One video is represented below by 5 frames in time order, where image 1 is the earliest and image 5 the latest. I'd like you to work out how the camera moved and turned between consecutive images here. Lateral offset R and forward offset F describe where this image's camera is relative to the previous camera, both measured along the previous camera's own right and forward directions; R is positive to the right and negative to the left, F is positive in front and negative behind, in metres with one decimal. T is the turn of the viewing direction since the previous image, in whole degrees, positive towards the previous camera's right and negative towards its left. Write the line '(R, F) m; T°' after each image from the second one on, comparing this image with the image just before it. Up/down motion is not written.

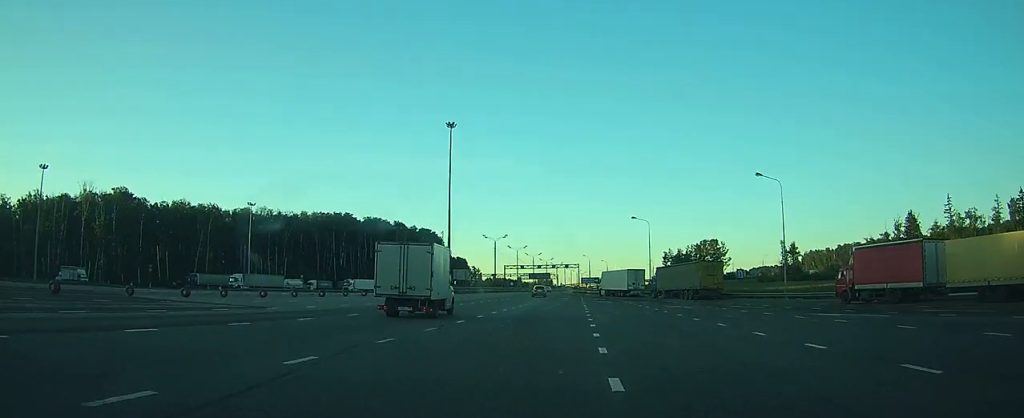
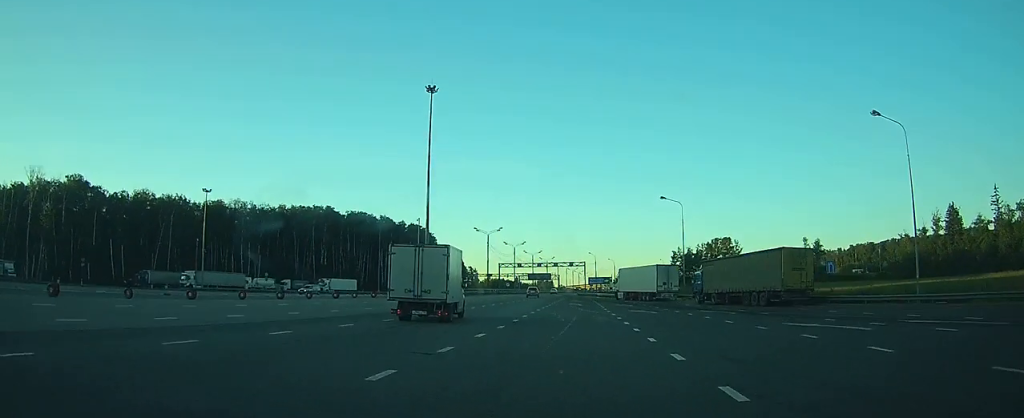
(-0.3, +20.1) m; -1°
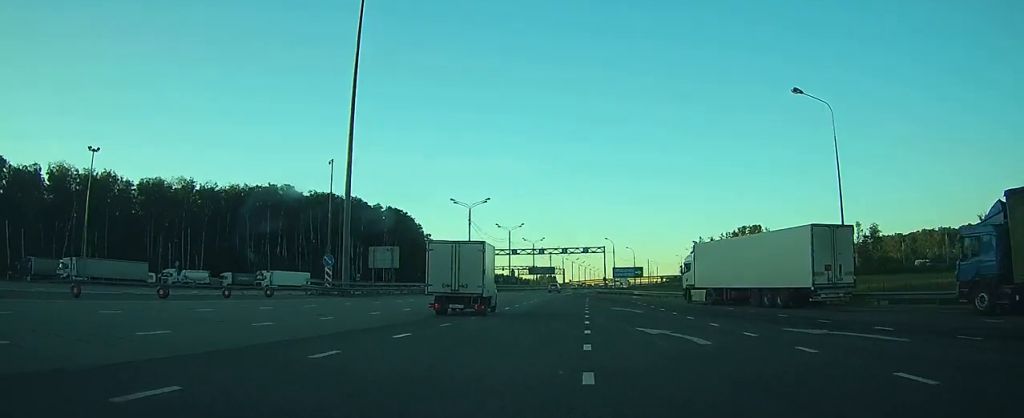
(+0.2, +36.0) m; 0°
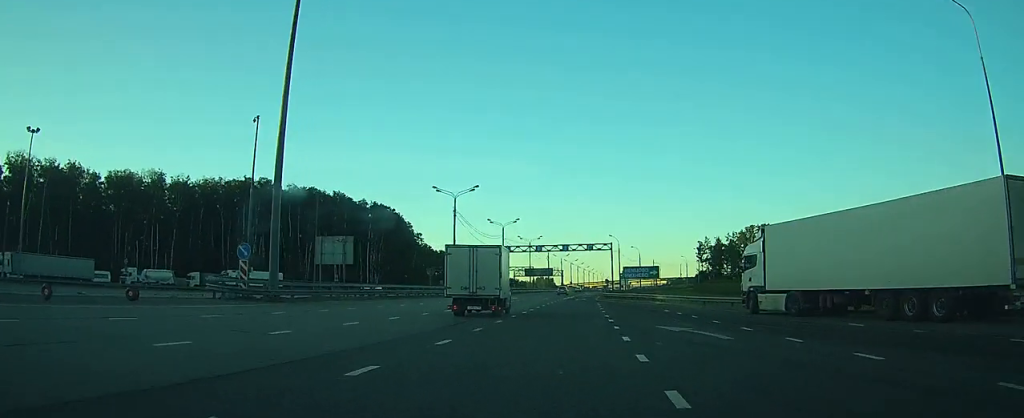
(0.0, +13.2) m; 0°
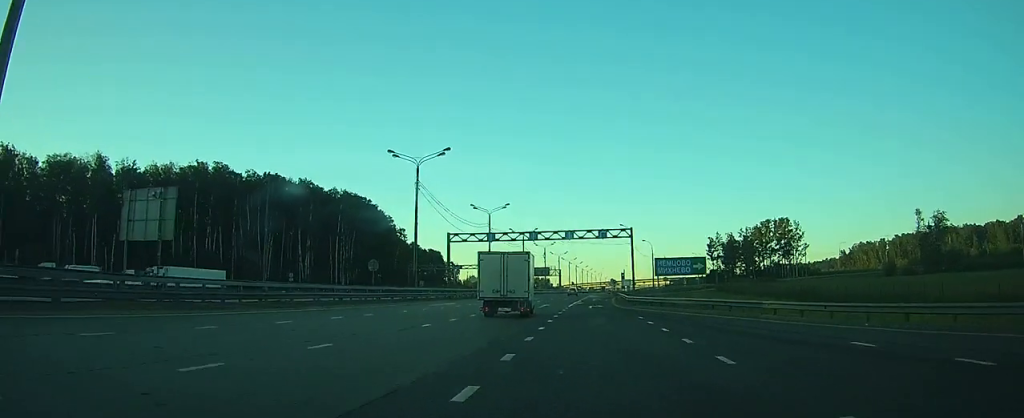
(-0.3, +21.5) m; -2°
